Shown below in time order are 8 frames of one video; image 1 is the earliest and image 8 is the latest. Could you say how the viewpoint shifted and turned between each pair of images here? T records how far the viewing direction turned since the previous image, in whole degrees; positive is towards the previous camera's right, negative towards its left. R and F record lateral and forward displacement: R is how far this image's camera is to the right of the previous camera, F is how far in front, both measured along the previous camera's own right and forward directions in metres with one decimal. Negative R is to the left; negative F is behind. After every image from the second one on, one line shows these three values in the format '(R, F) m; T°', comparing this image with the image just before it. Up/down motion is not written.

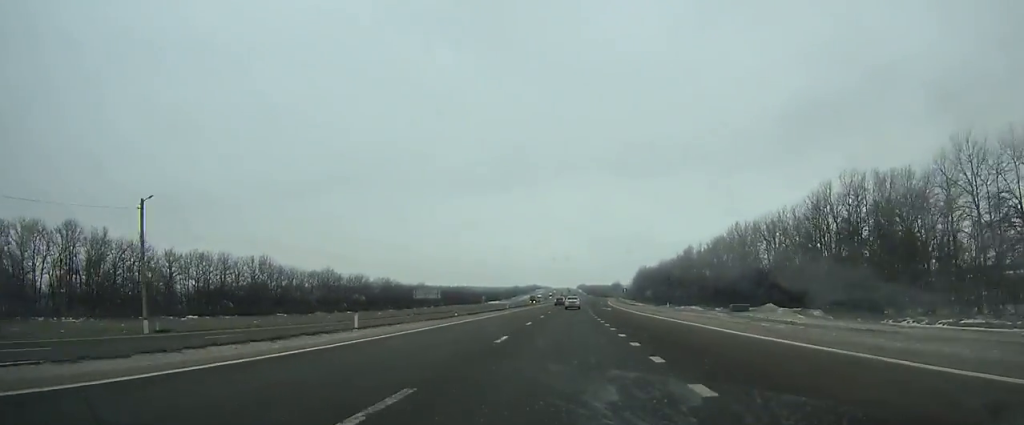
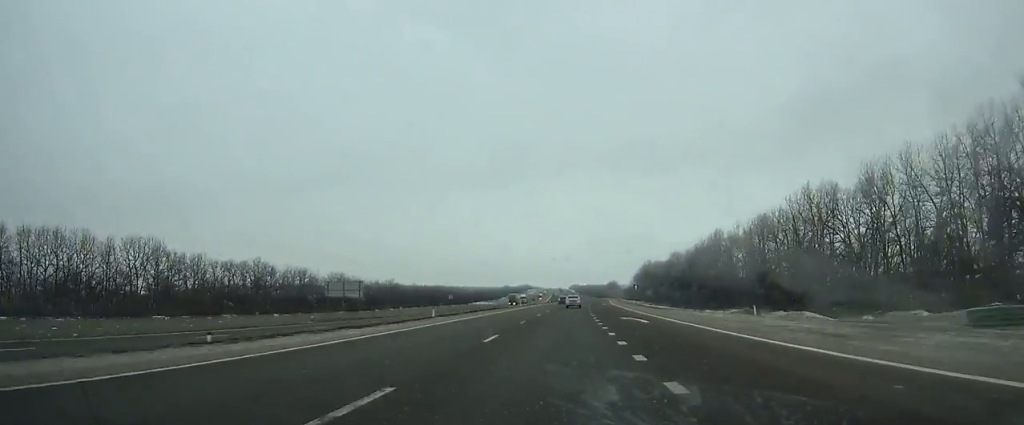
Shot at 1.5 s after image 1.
(+0.4, +36.0) m; +1°
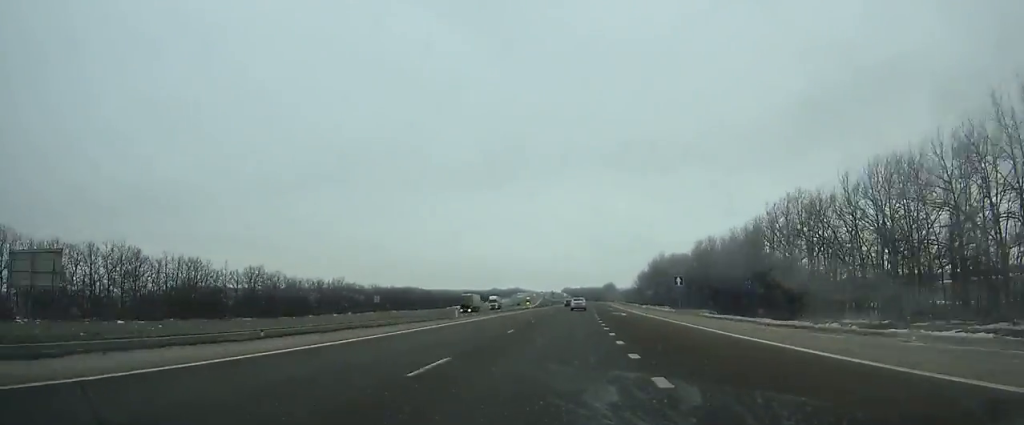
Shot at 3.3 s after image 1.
(+0.1, +43.1) m; +1°
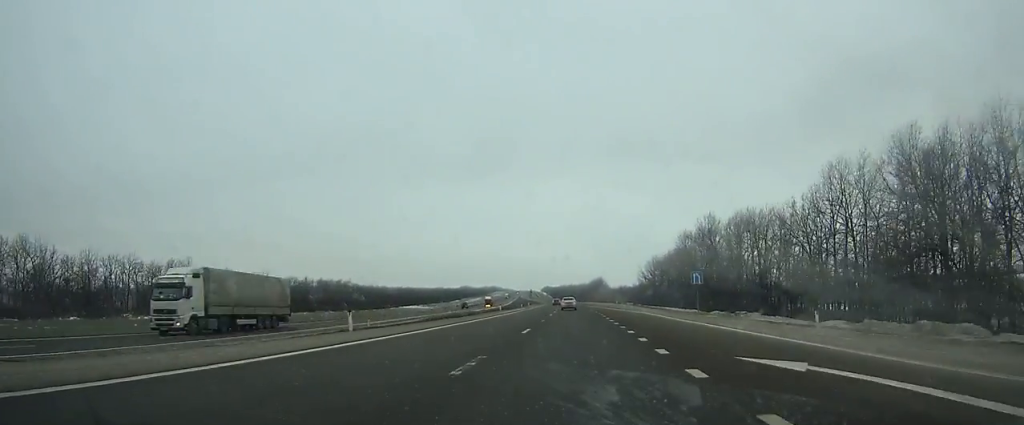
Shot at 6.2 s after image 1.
(+0.7, +70.1) m; +1°
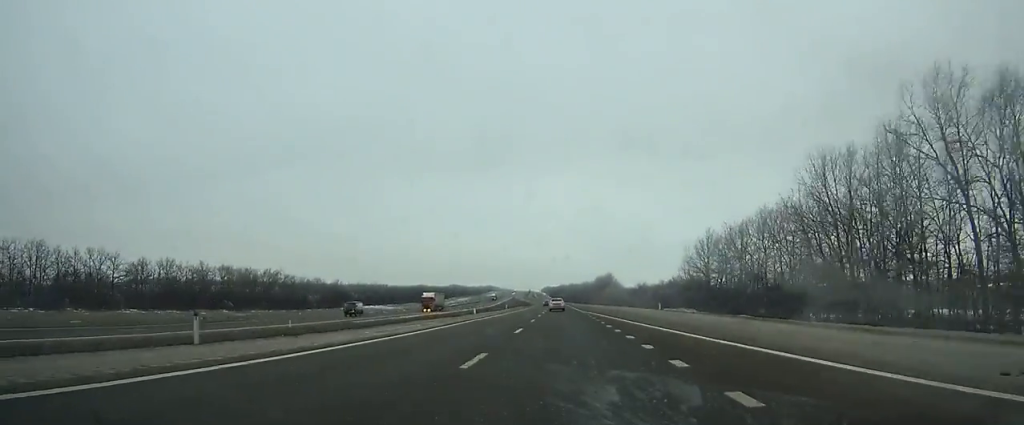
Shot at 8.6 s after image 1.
(+0.3, +58.4) m; 0°
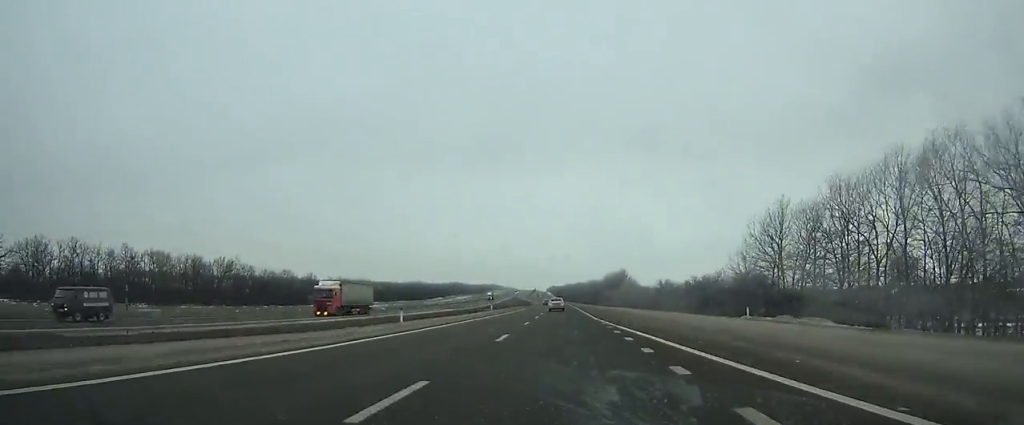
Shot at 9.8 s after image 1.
(-0.1, +29.3) m; 0°
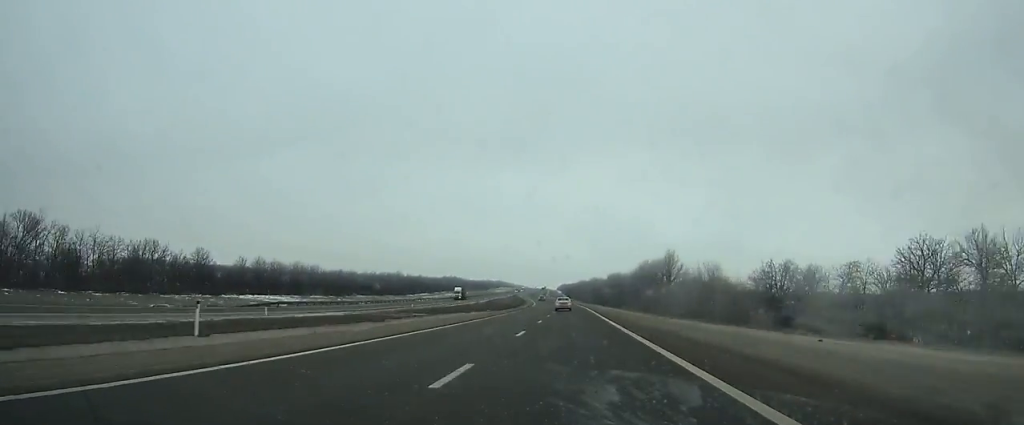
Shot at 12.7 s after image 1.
(-0.7, +71.6) m; -1°
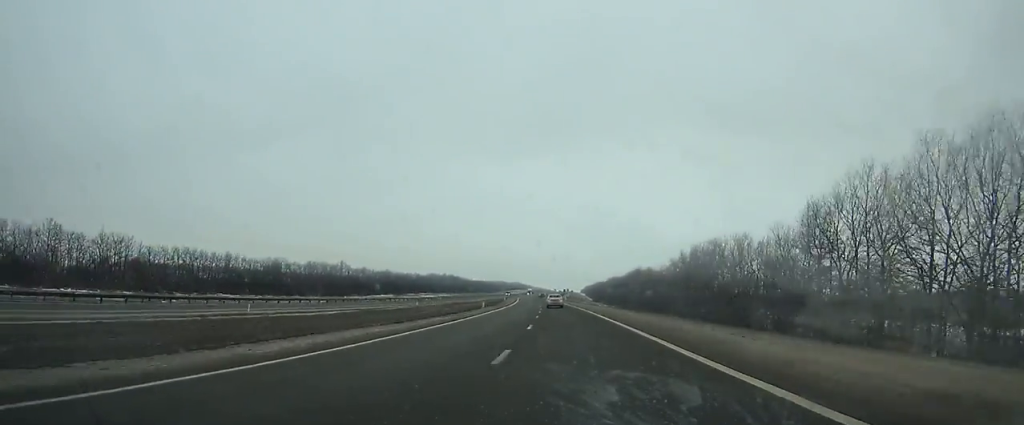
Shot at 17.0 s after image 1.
(-2.5, +109.5) m; -3°
